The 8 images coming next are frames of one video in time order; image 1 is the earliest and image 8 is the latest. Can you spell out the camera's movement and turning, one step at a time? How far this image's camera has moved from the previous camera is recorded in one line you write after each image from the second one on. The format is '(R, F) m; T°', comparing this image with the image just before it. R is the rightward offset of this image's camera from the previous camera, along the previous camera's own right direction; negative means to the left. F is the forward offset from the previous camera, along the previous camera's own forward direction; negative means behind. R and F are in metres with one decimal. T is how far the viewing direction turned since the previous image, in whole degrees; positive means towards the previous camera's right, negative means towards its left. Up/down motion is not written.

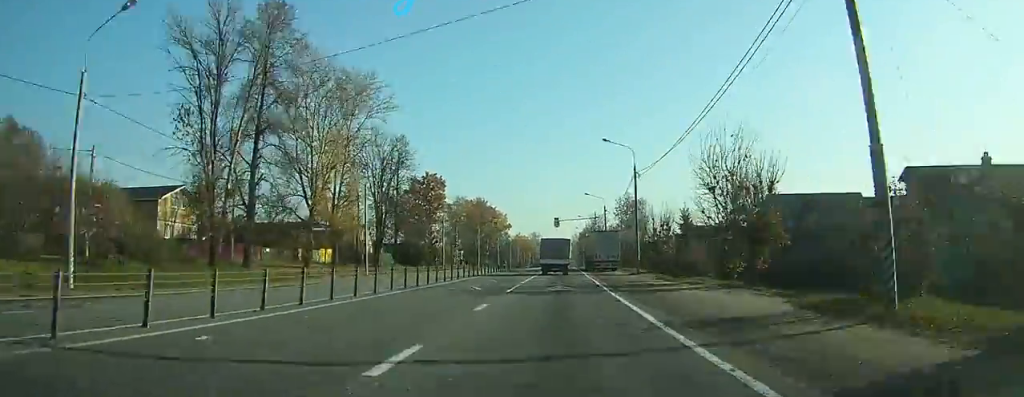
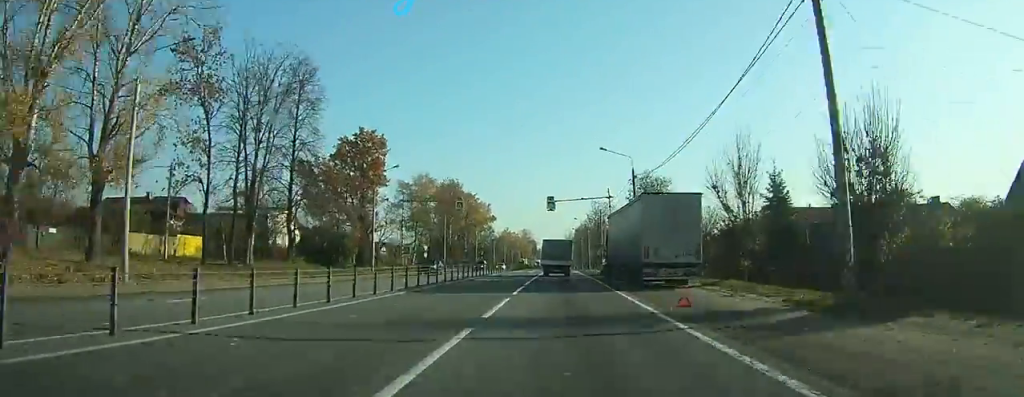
(+0.3, +33.5) m; +1°
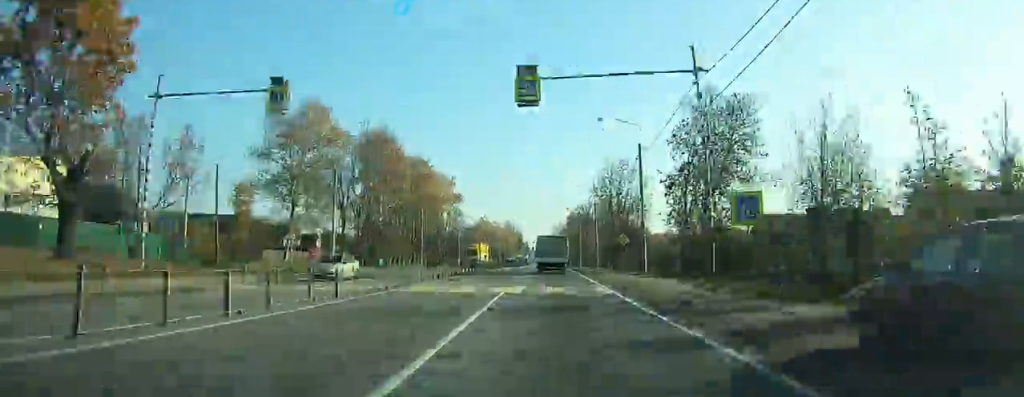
(+0.5, +45.8) m; +1°
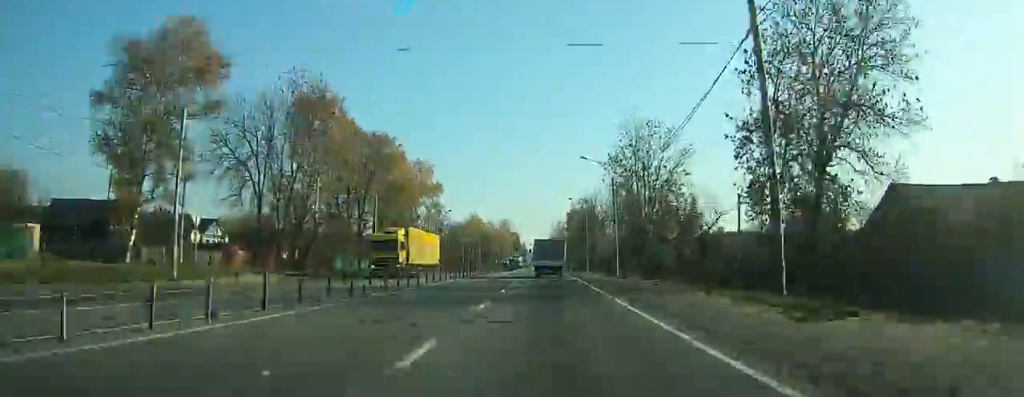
(+0.1, +23.4) m; +1°
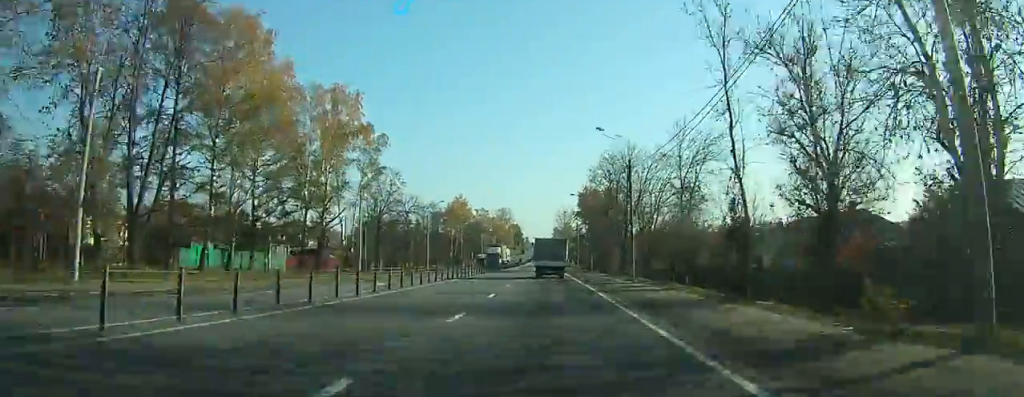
(+0.5, +45.1) m; 0°
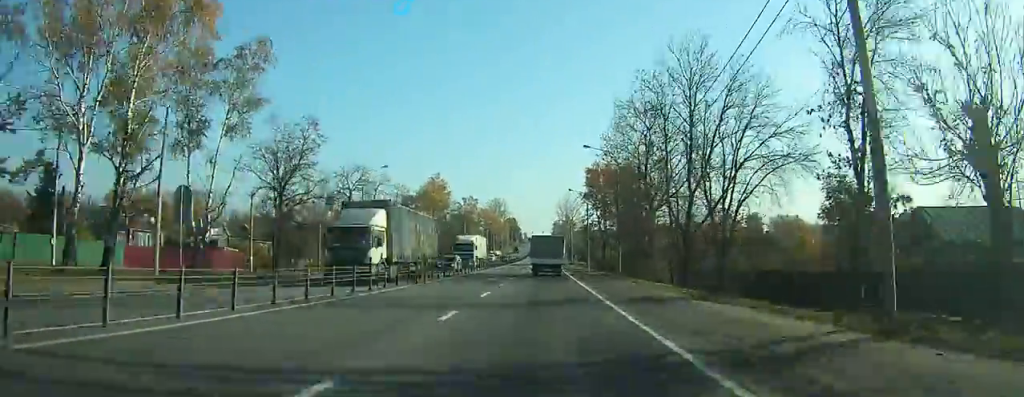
(0.0, +32.8) m; -1°
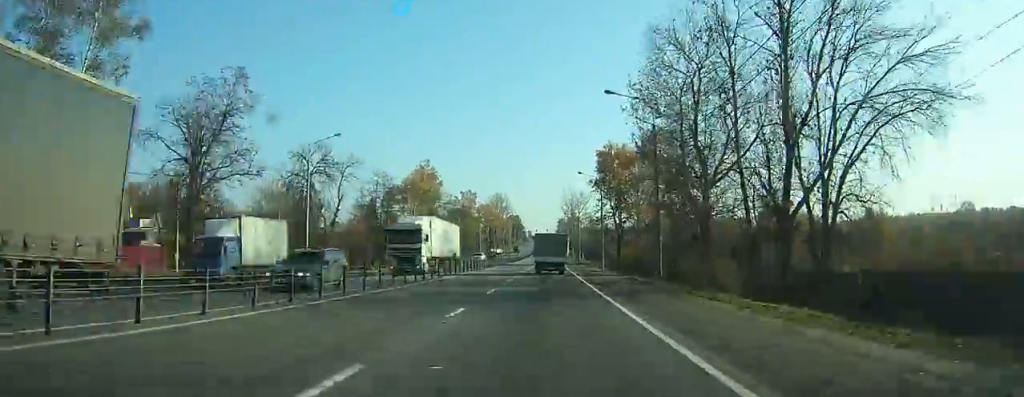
(-0.1, +14.6) m; -1°
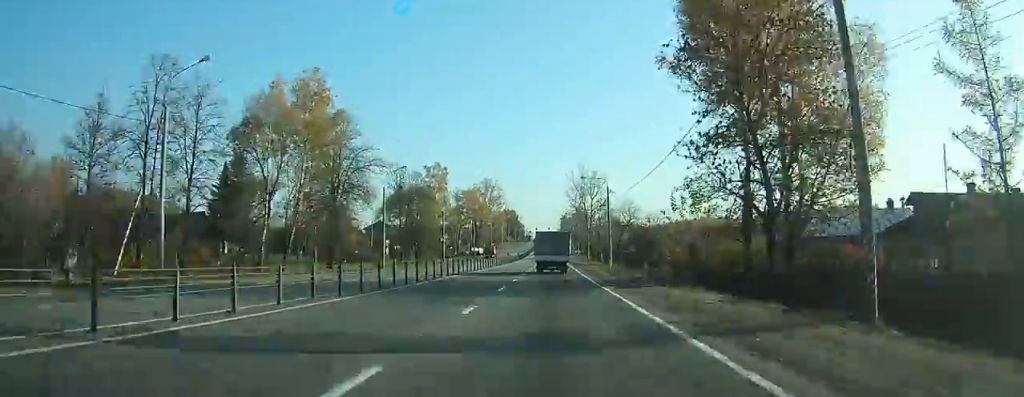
(-0.8, +52.1) m; -1°
